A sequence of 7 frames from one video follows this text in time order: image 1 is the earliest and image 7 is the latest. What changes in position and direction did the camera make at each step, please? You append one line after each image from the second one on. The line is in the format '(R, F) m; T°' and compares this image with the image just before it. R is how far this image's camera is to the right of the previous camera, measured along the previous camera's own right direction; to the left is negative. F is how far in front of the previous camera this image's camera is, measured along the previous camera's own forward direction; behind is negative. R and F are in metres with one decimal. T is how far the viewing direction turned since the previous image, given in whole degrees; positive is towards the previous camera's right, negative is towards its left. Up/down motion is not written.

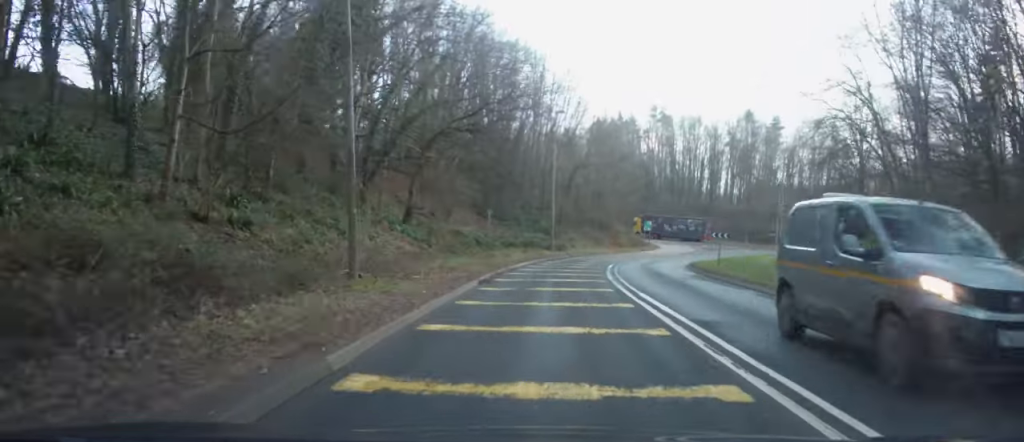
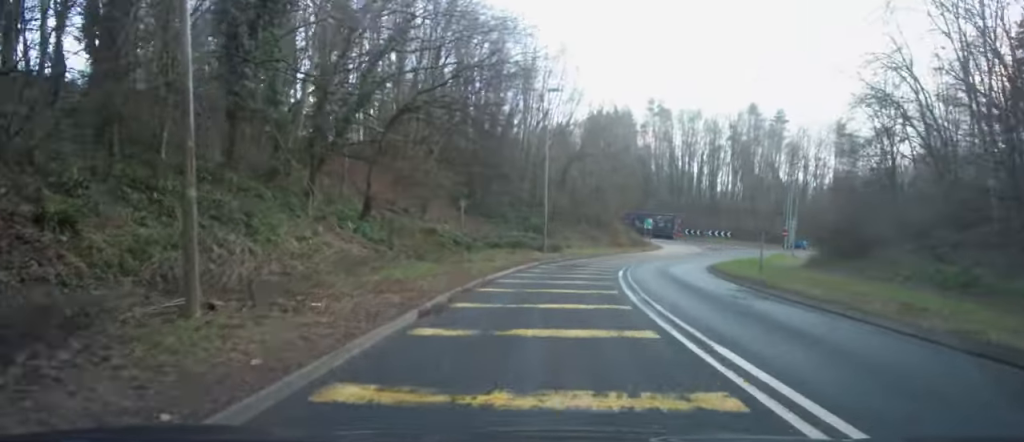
(+0.1, +6.7) m; +1°
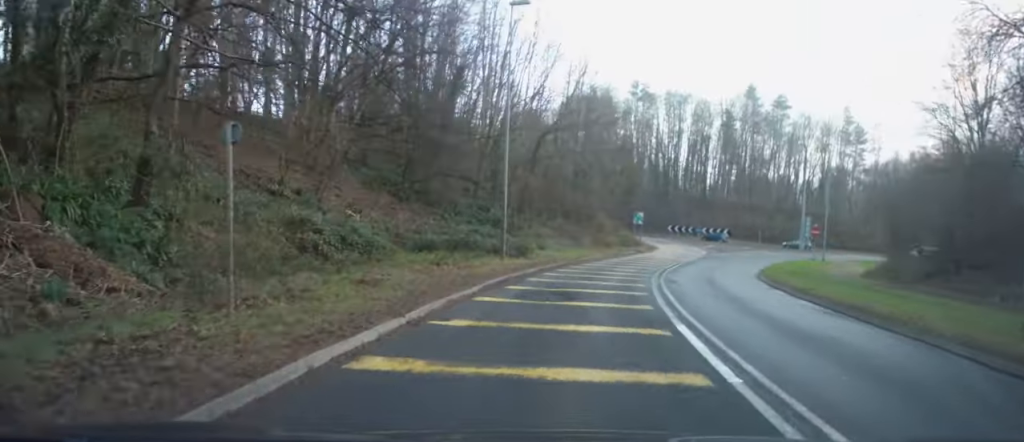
(+0.2, +14.3) m; +2°
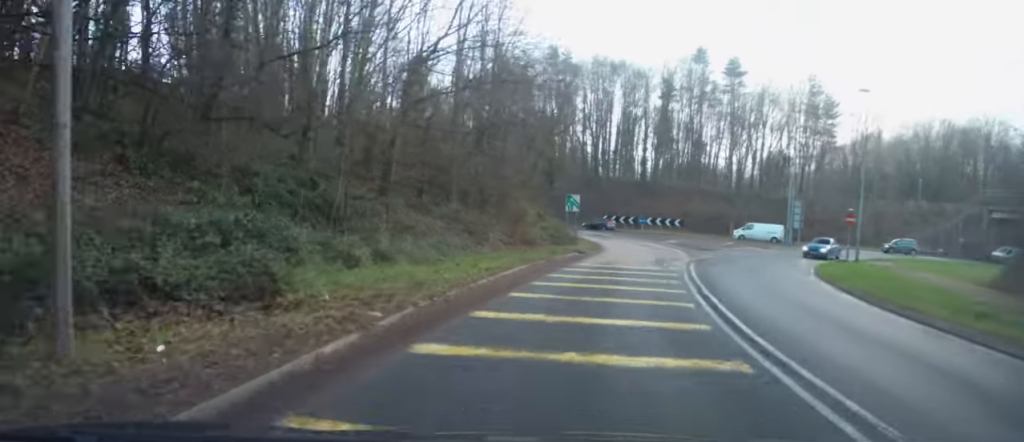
(+1.4, +19.4) m; +10°
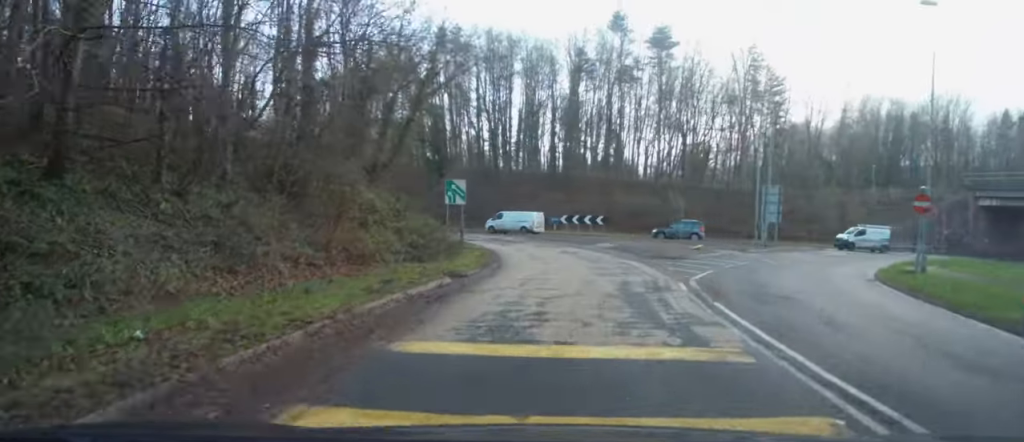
(+1.4, +15.7) m; +9°
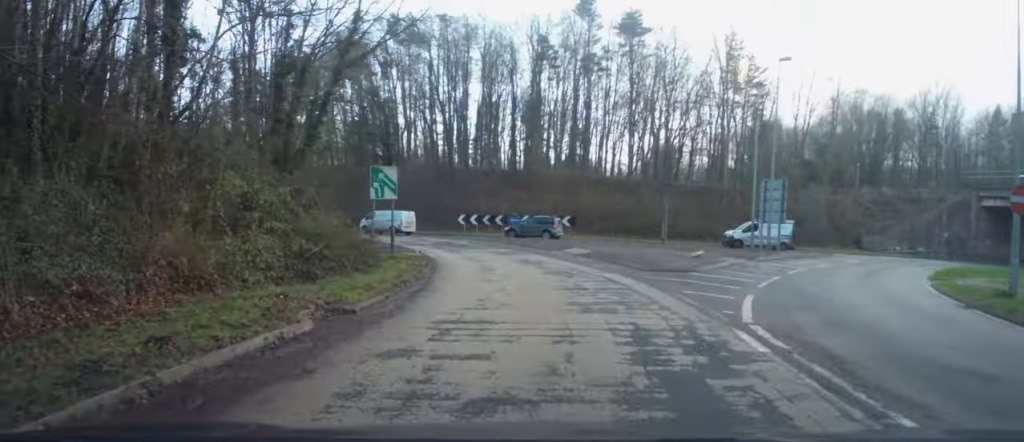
(0.0, +6.9) m; -1°
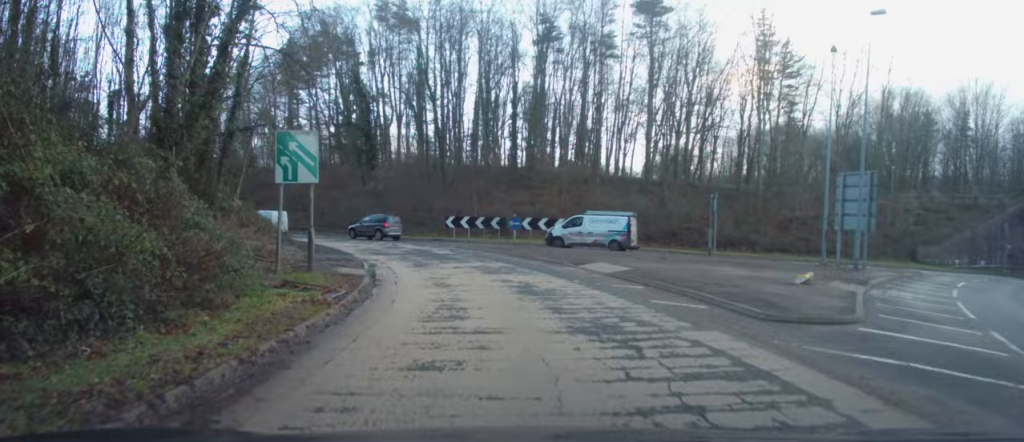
(-0.2, +9.3) m; -2°
